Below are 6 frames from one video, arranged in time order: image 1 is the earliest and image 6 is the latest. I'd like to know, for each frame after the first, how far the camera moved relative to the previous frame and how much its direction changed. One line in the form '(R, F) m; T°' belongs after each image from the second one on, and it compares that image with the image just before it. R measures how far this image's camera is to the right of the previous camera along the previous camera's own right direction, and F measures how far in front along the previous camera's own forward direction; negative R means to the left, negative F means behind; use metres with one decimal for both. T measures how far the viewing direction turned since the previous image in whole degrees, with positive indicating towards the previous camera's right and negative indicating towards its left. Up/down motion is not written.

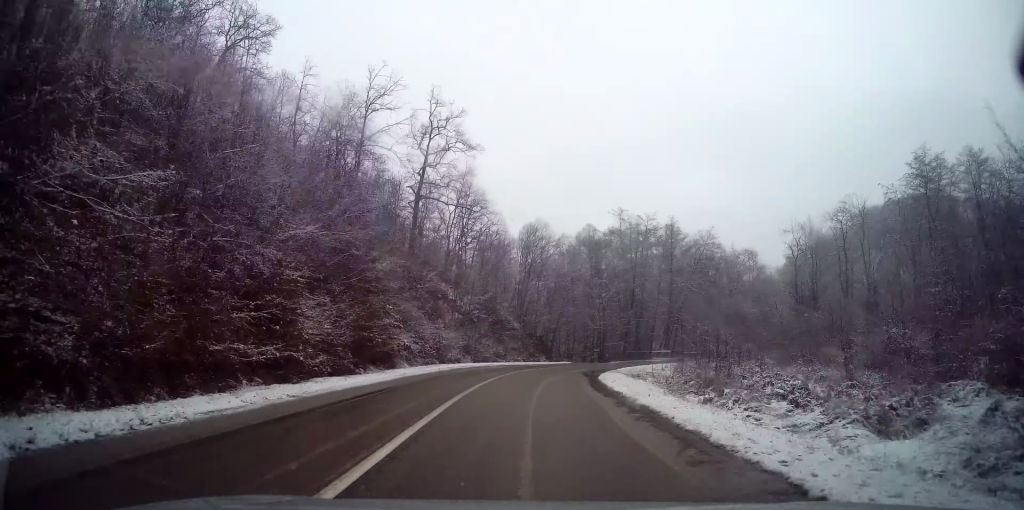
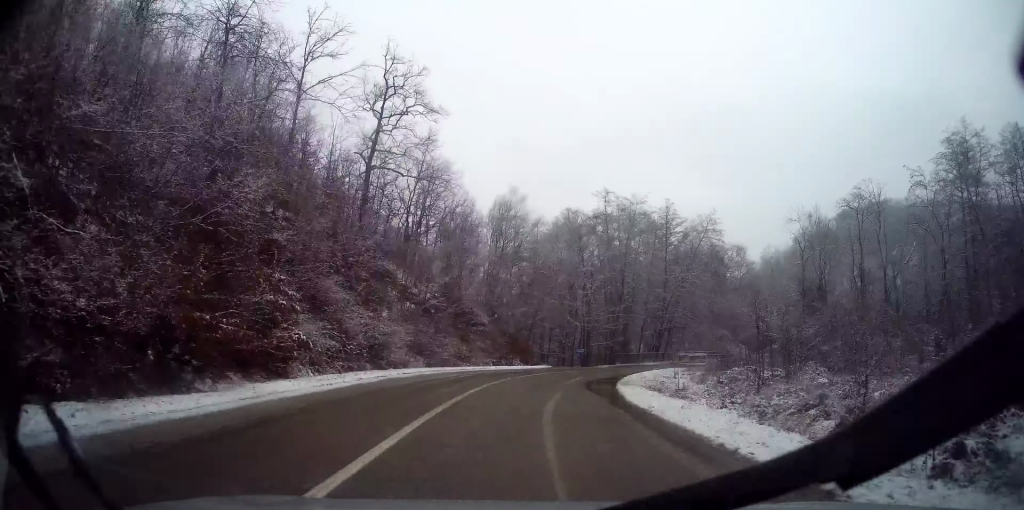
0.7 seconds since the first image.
(+0.4, +10.2) m; +5°
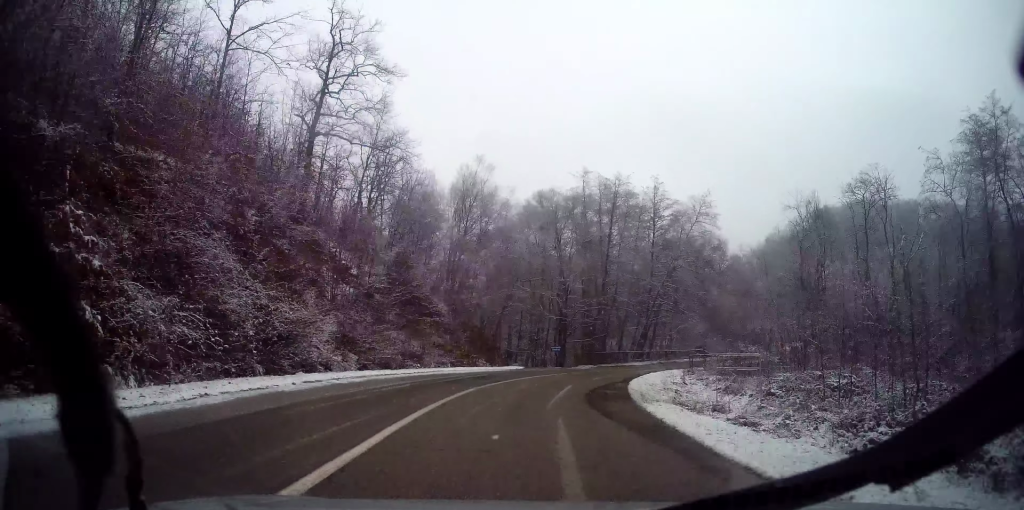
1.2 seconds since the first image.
(+0.1, +7.6) m; +5°
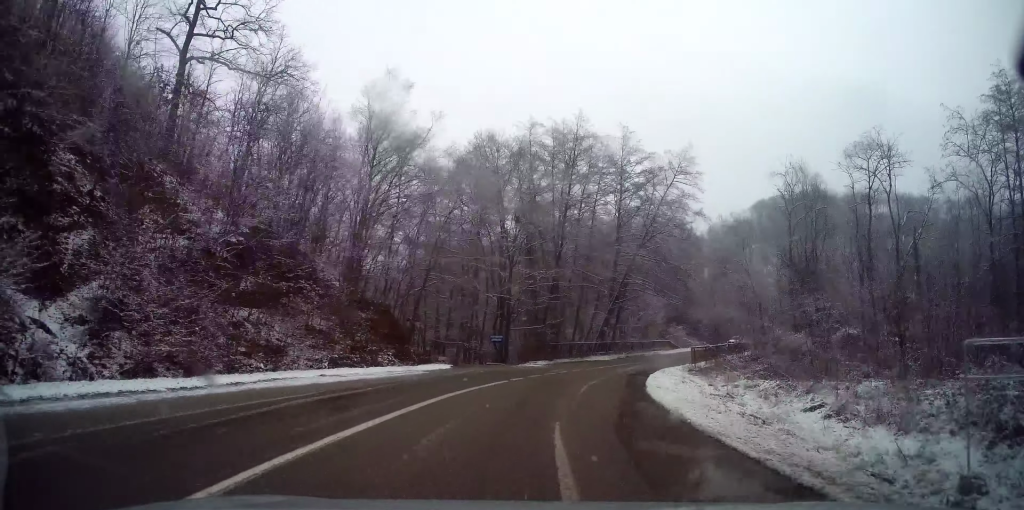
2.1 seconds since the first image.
(+0.9, +11.7) m; +9°
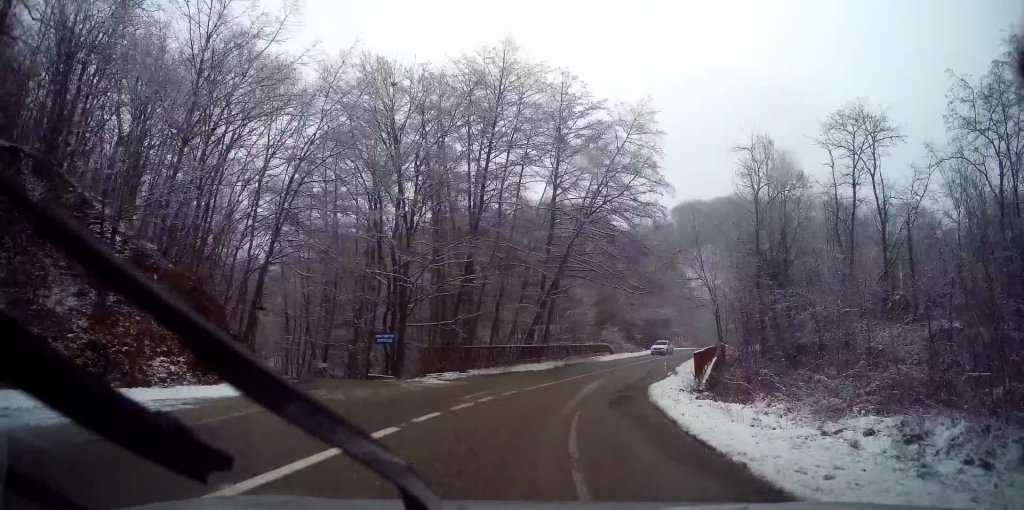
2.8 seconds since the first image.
(+0.8, +10.7) m; +9°
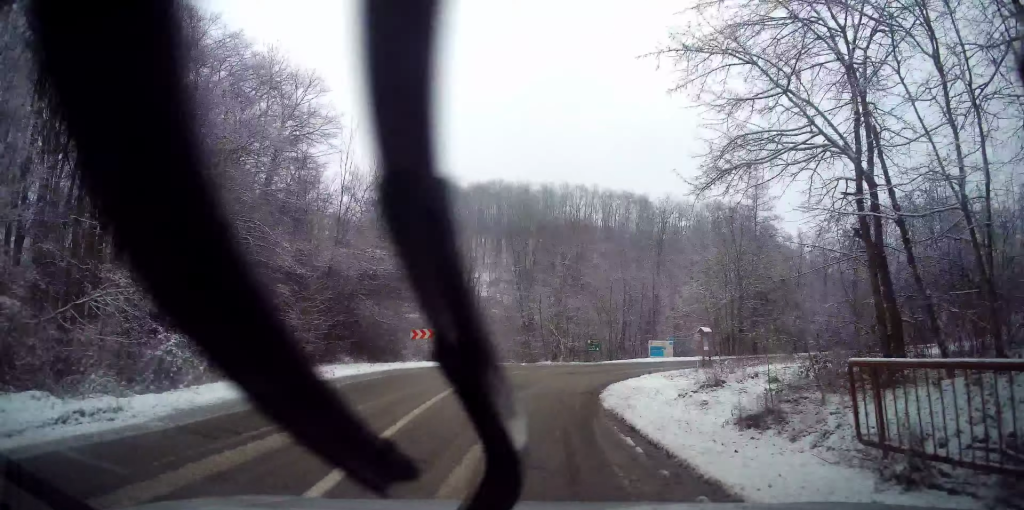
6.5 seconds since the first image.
(+11.9, +47.3) m; +25°
